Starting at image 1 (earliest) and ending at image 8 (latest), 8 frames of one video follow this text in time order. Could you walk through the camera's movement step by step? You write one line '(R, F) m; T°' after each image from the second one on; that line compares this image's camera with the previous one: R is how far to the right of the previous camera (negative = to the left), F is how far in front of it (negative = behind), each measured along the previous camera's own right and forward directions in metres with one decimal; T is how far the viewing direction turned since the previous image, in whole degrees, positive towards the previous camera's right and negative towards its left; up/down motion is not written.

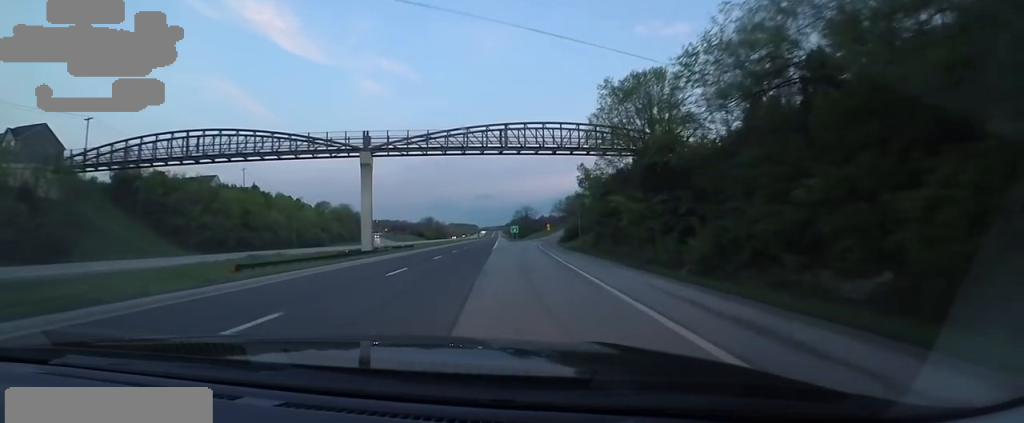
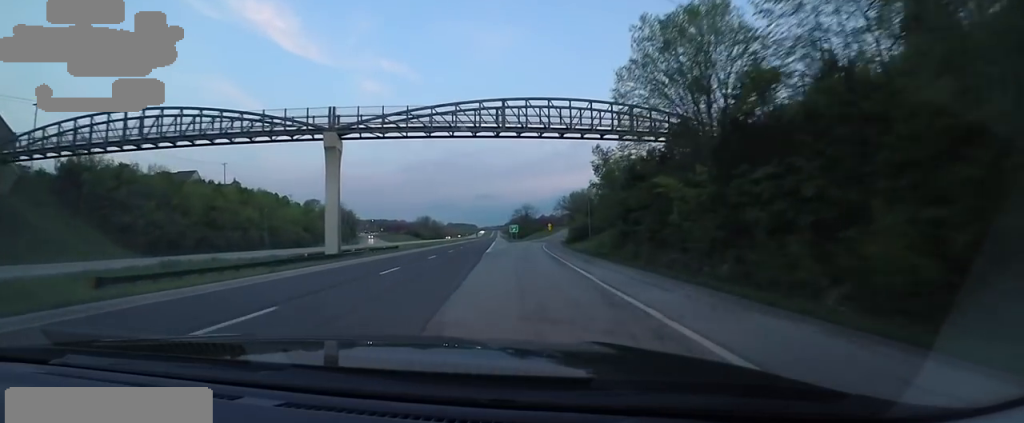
(-0.7, +11.6) m; 0°
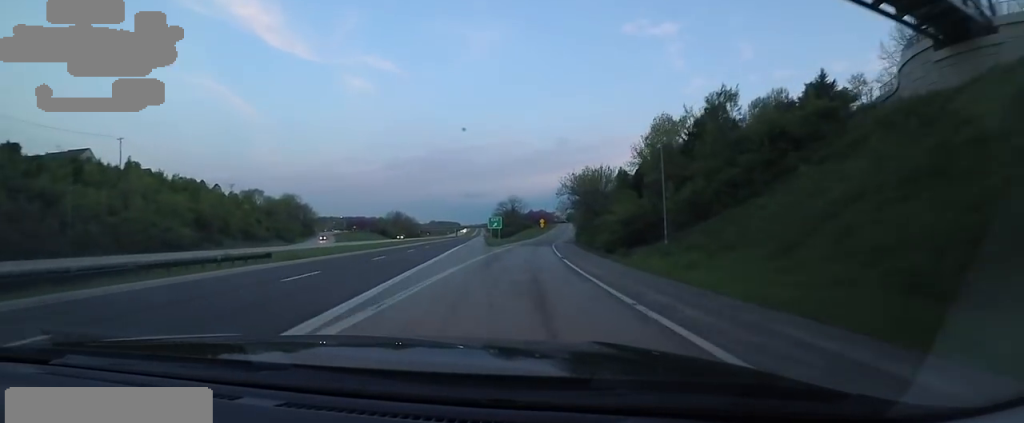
(+0.4, +39.7) m; 0°
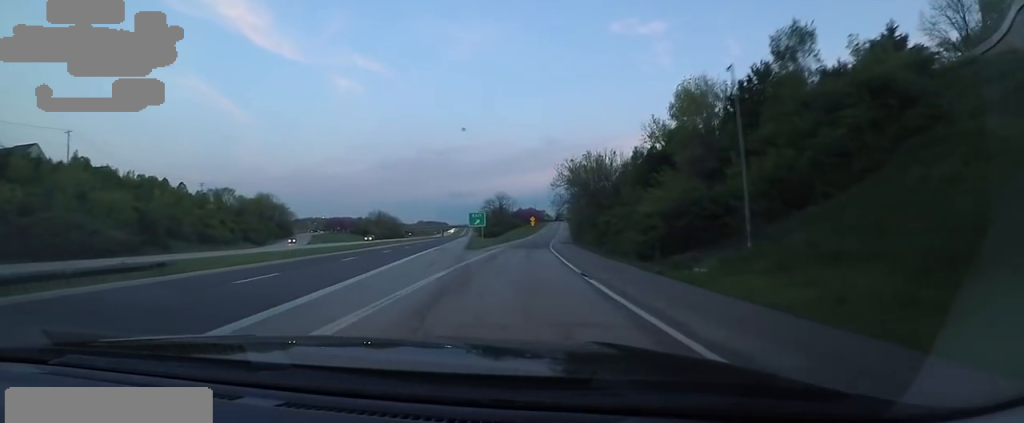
(-0.1, +12.6) m; +1°
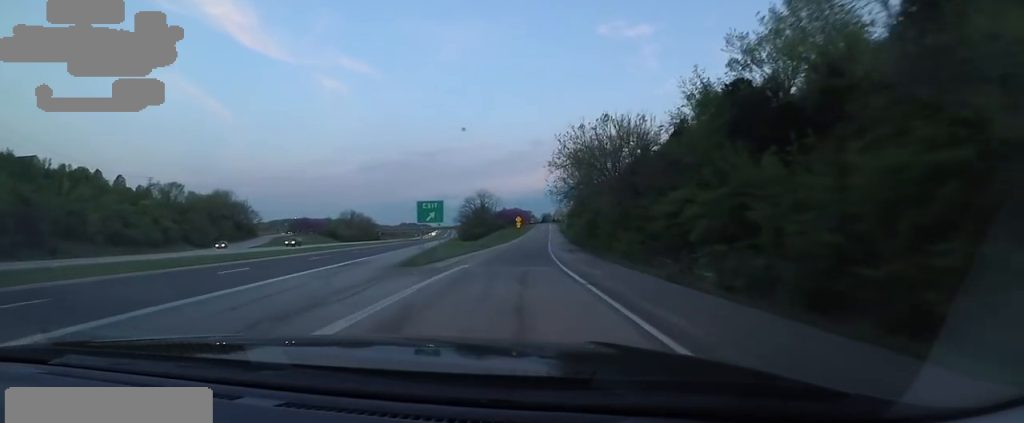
(+1.0, +20.7) m; +3°
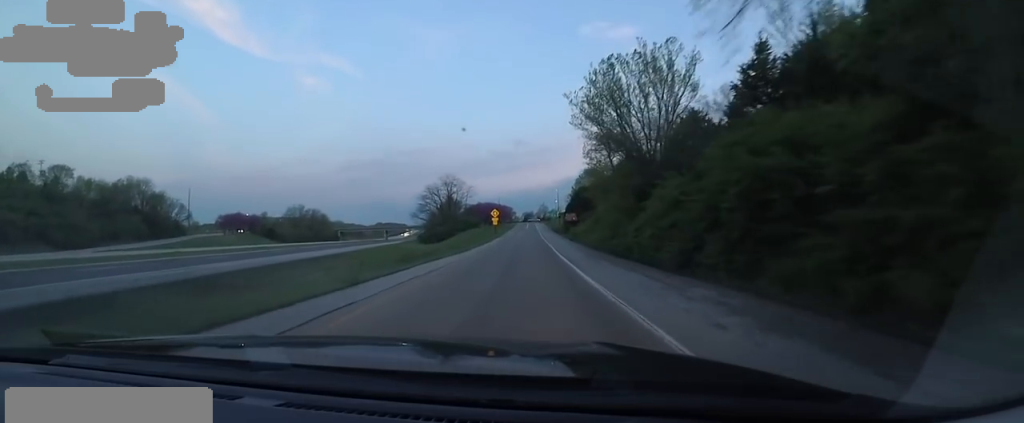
(+0.6, +38.0) m; +4°
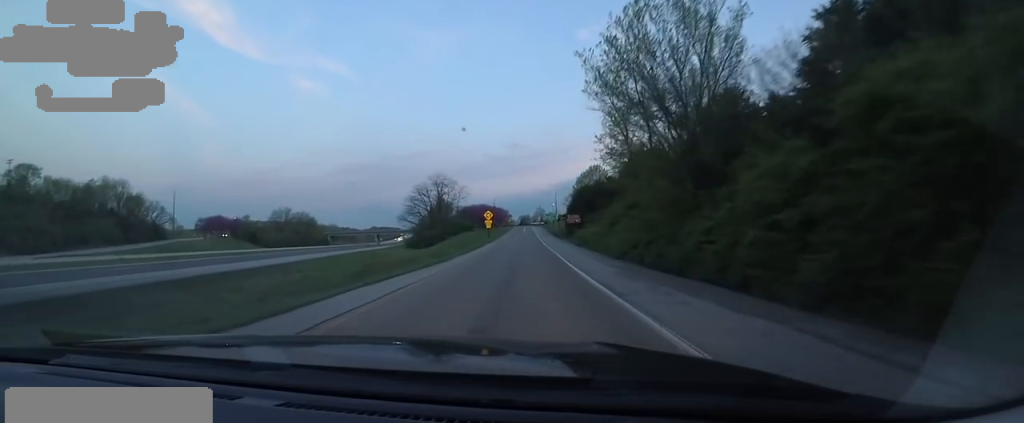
(+0.3, +9.3) m; 0°
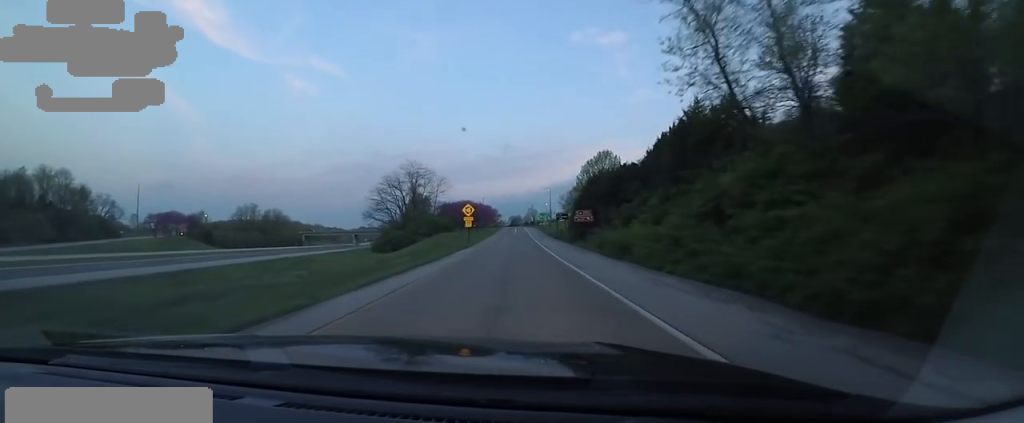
(+0.3, +19.8) m; 0°
